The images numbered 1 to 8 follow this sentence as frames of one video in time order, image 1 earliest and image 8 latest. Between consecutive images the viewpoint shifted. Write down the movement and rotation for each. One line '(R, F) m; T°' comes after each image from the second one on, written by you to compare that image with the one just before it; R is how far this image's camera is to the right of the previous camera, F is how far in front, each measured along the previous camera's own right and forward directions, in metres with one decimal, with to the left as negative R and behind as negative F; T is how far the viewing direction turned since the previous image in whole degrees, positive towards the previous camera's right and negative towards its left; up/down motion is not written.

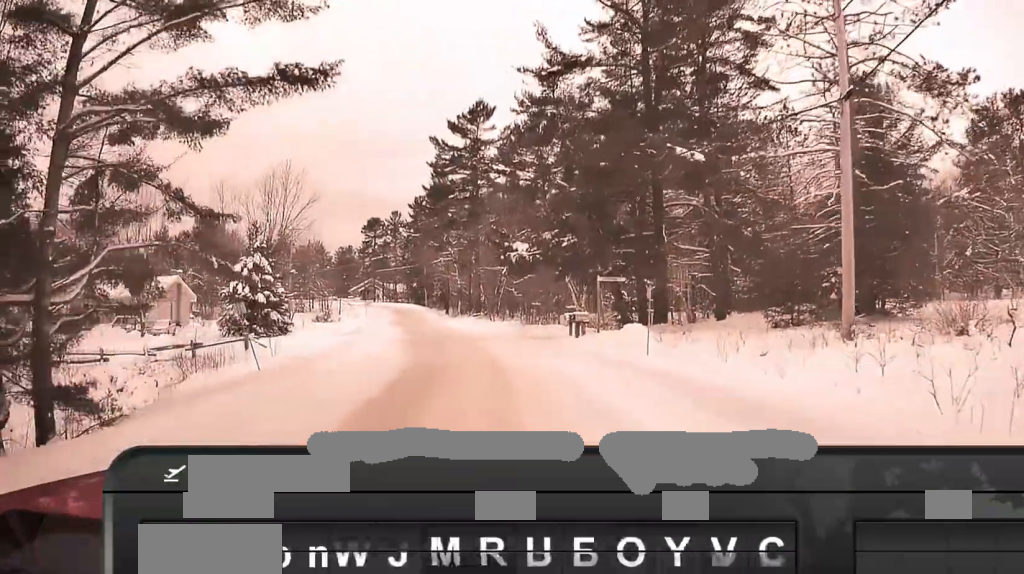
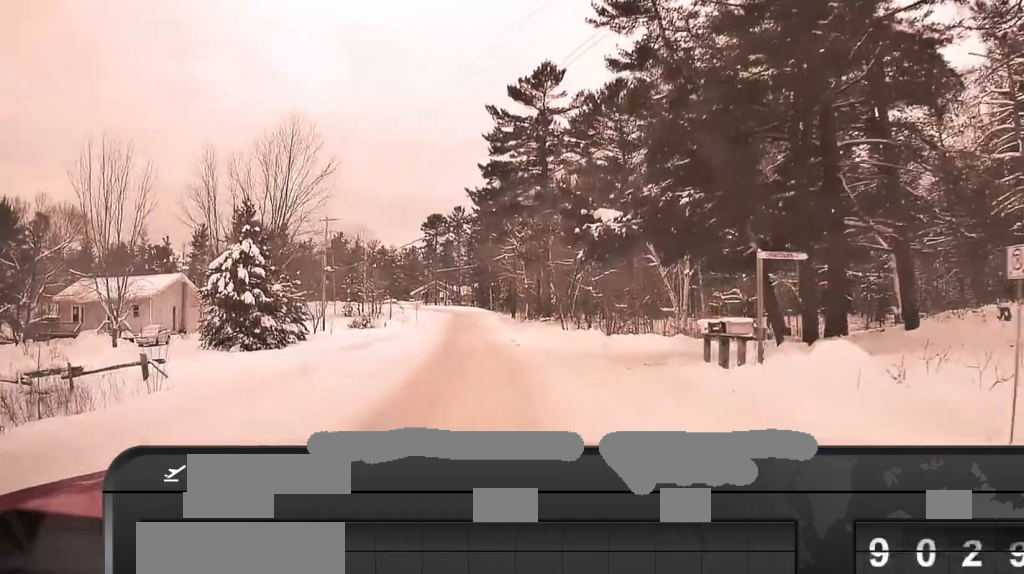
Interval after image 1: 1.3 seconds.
(0.0, +12.6) m; 0°
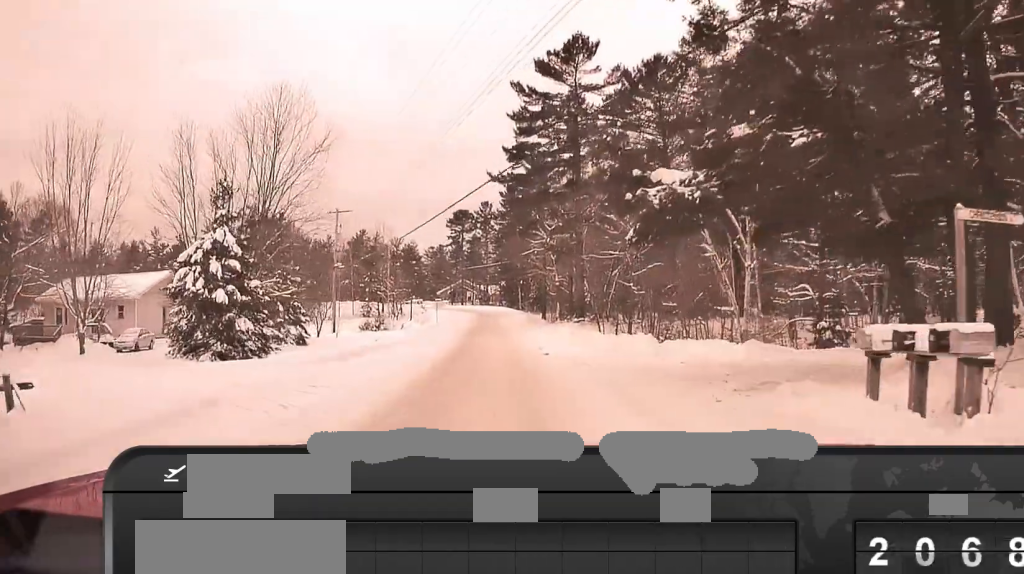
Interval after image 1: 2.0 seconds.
(0.0, +6.3) m; 0°
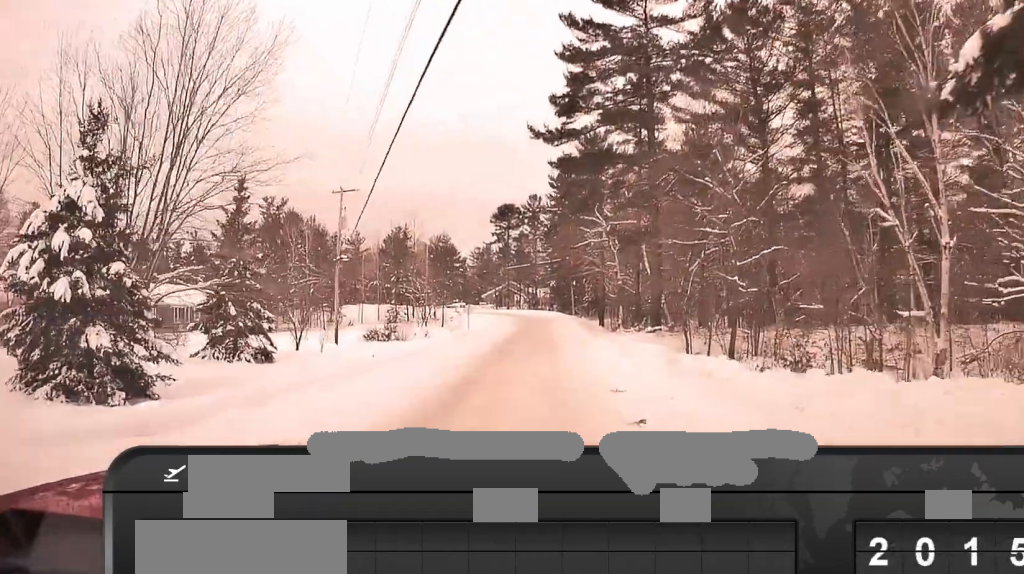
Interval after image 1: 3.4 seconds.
(0.0, +13.3) m; 0°
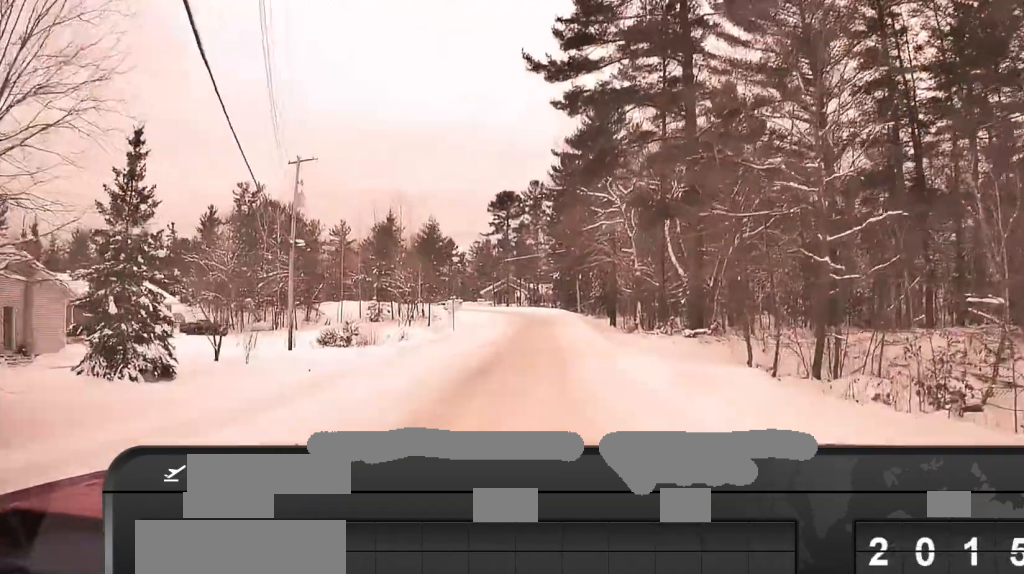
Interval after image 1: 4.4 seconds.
(0.0, +9.5) m; 0°
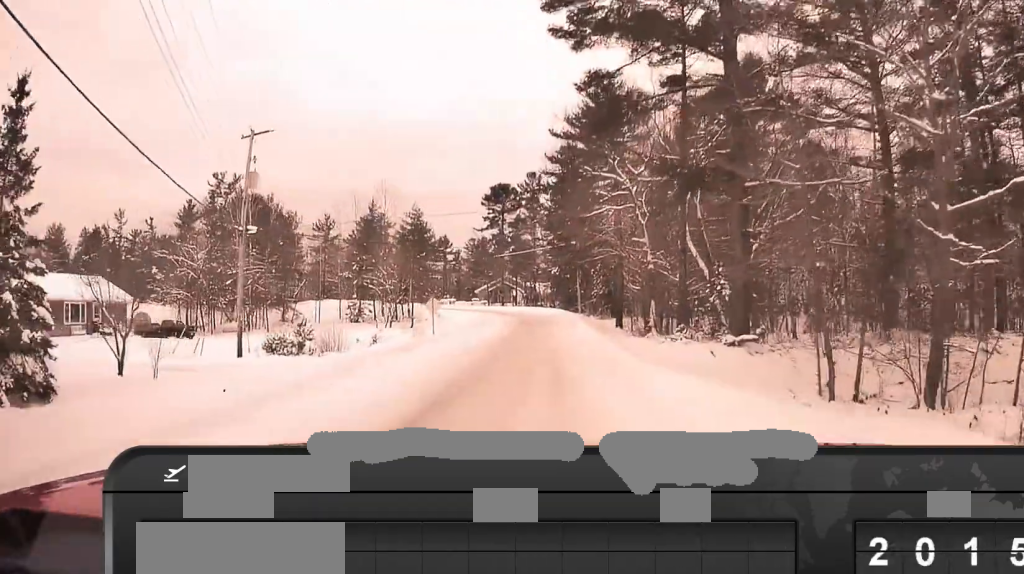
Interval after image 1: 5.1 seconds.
(0.0, +6.6) m; 0°
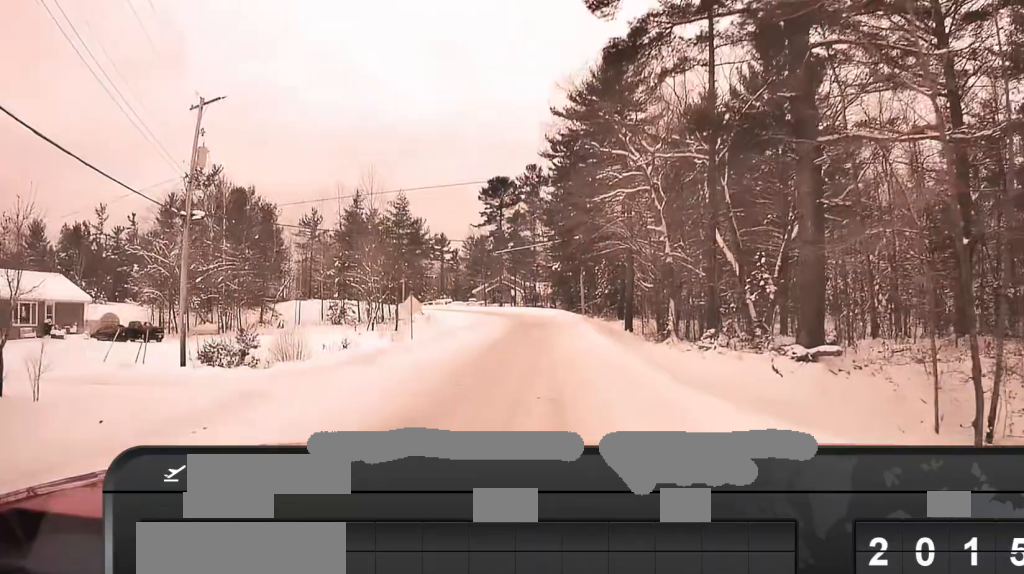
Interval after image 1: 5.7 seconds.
(0.0, +5.7) m; -1°
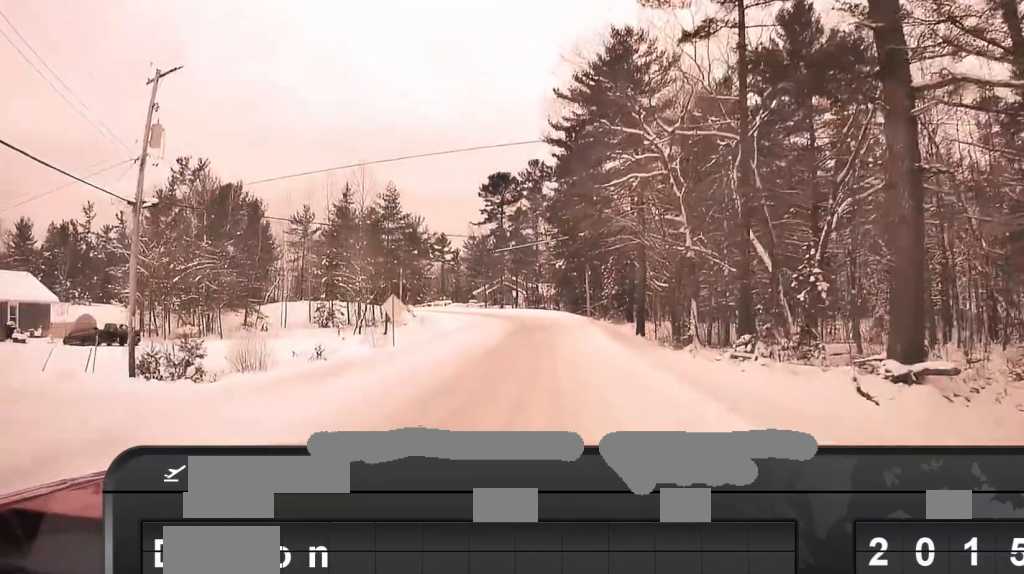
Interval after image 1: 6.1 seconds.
(+0.1, +4.1) m; -2°
